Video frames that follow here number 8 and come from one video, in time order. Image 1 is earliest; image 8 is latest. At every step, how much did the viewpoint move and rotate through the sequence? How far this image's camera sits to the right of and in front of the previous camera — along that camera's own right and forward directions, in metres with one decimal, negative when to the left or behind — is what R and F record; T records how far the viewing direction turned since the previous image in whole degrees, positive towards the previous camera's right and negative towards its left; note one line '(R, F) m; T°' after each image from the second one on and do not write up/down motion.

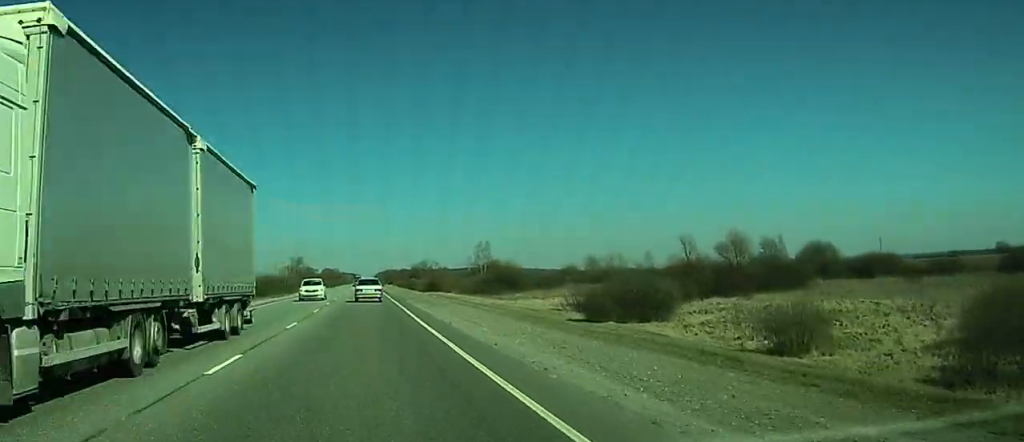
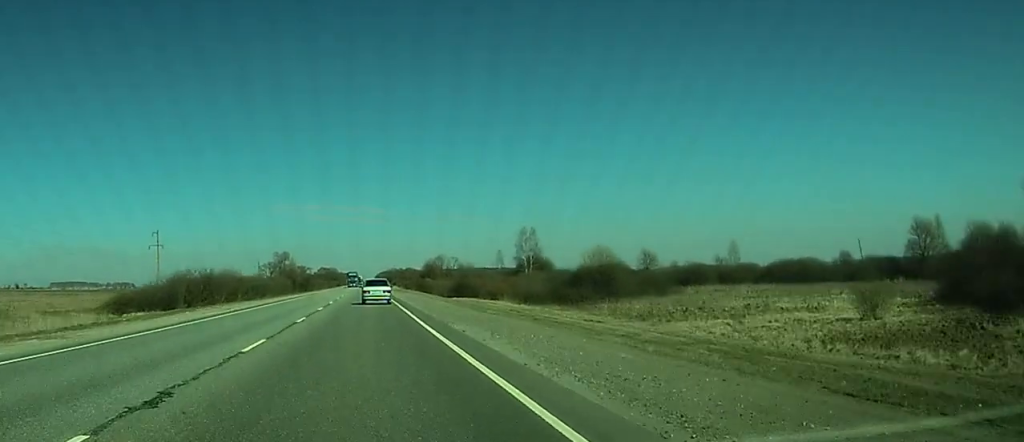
(+3.2, +71.4) m; -1°
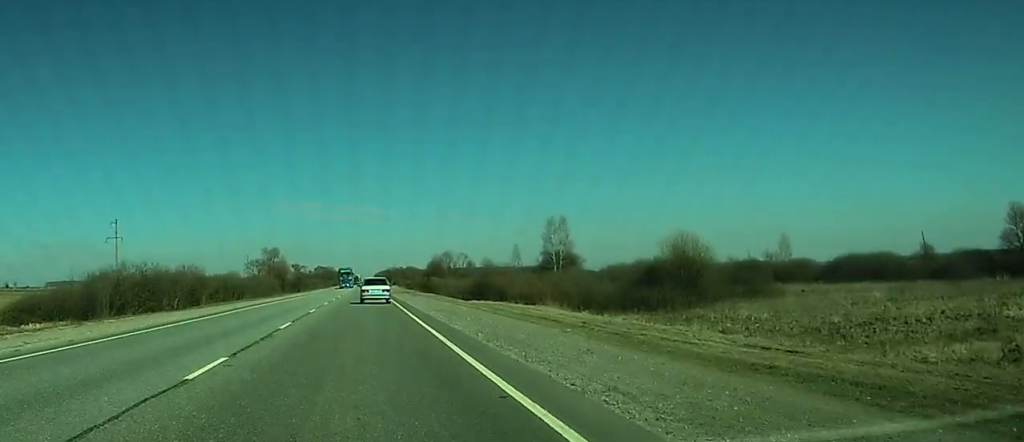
(0.0, +30.2) m; 0°
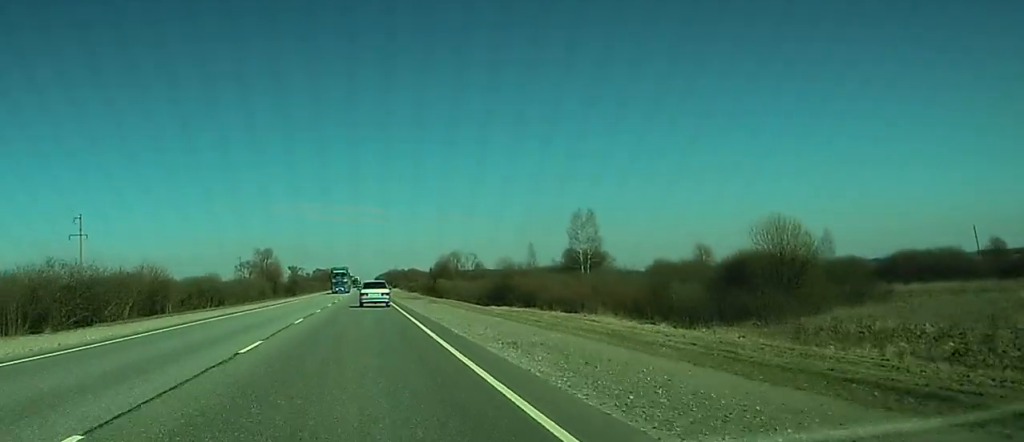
(0.0, +20.0) m; 0°
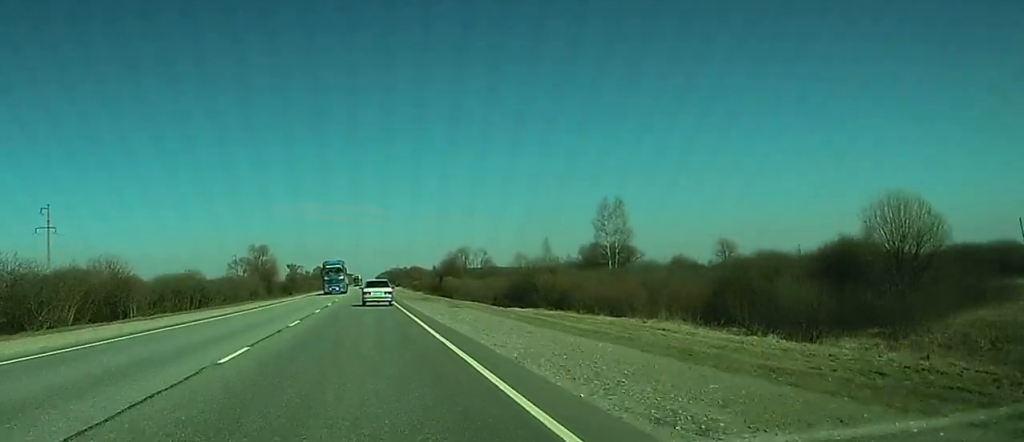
(0.0, +14.9) m; 0°
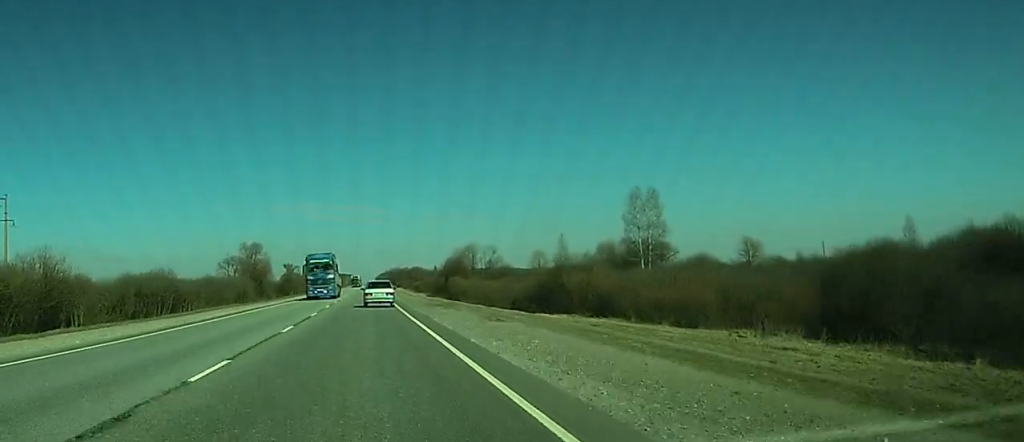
(0.0, +14.9) m; 0°
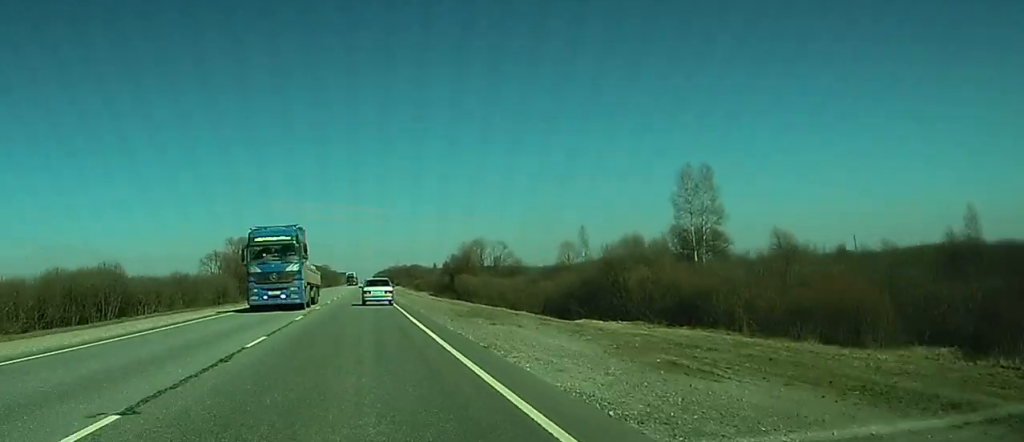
(0.0, +18.8) m; 0°
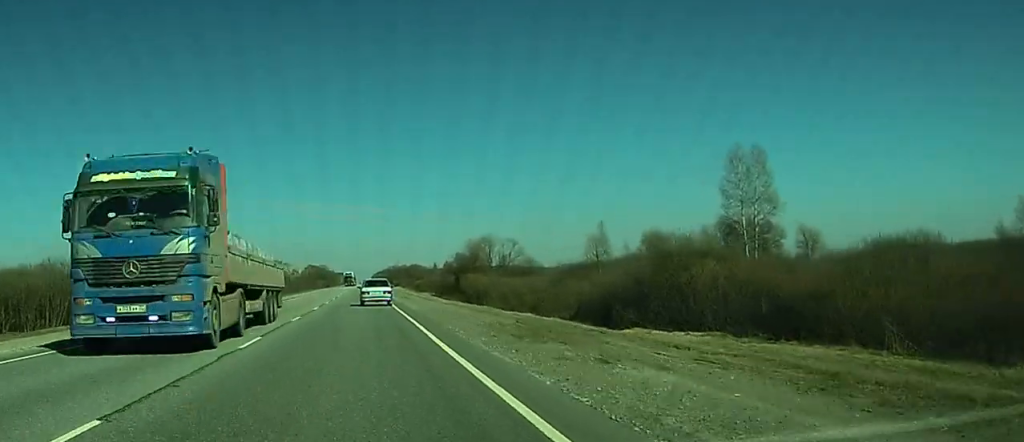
(0.0, +12.8) m; 0°
